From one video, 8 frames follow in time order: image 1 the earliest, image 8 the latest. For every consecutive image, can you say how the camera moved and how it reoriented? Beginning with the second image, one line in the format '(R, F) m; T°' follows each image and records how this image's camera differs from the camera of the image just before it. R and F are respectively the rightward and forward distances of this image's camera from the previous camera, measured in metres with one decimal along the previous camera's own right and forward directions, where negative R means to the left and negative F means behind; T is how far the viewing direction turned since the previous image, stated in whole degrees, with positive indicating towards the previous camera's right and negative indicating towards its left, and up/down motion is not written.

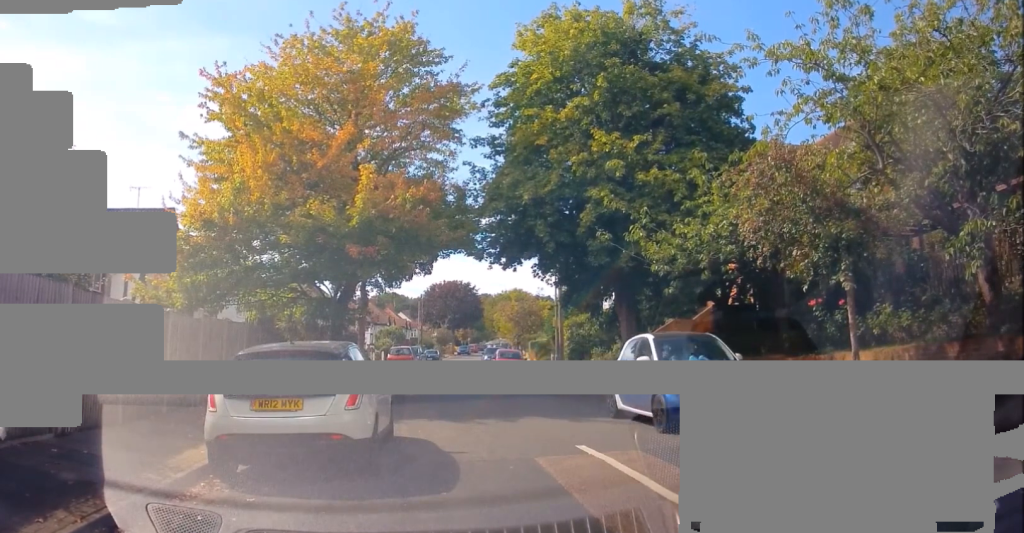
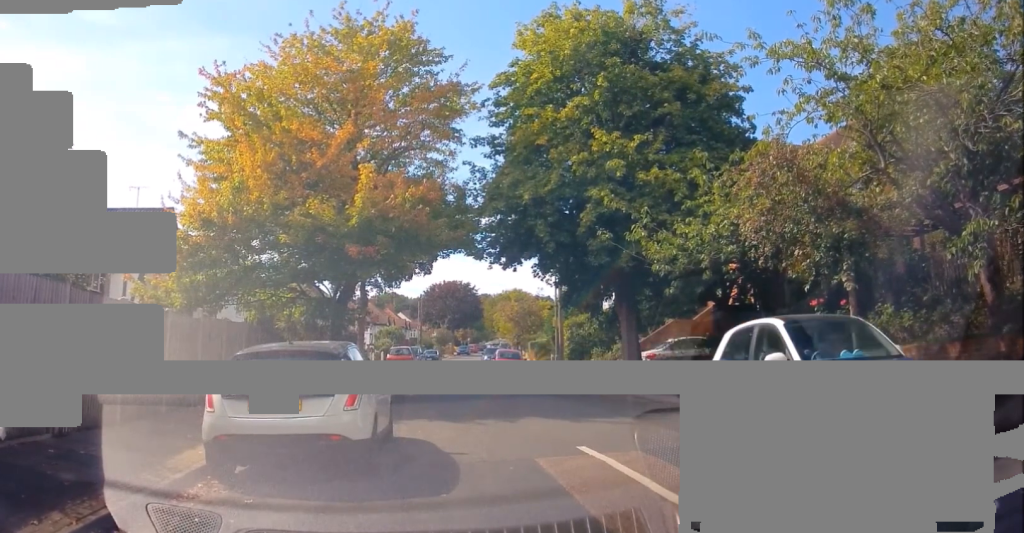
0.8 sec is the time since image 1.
(0.0, 0.0) m; 0°
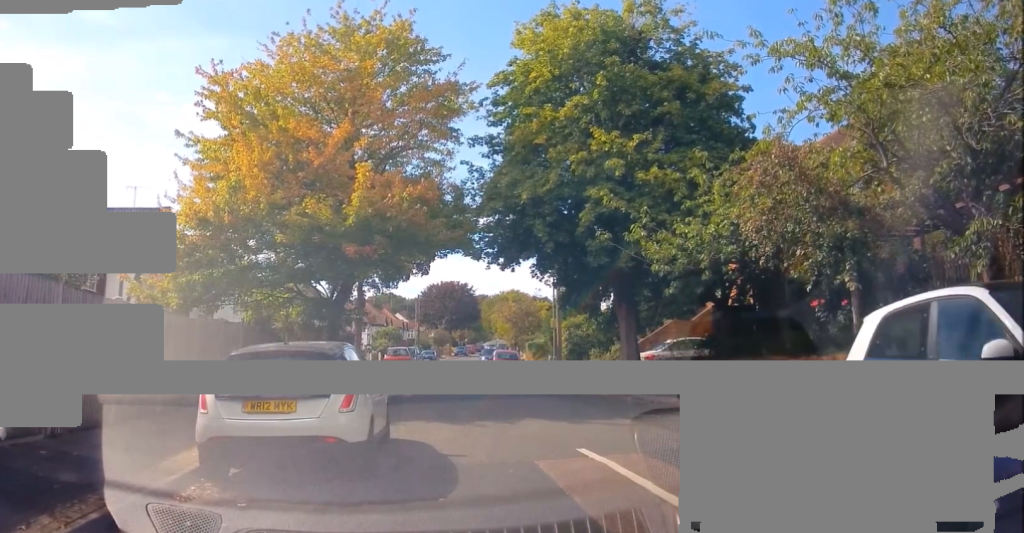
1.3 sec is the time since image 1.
(0.0, 0.0) m; 0°
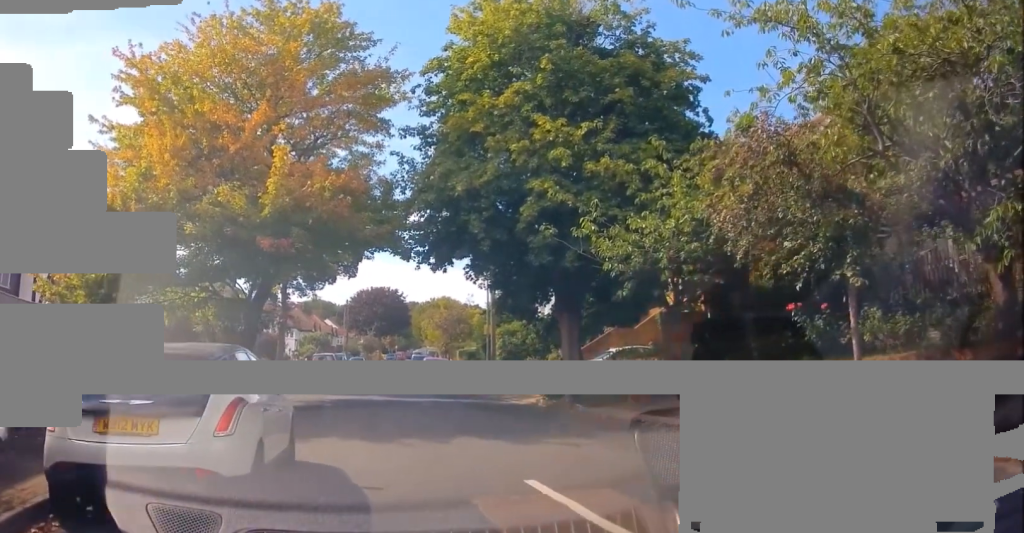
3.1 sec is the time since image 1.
(0.0, +0.7) m; 0°
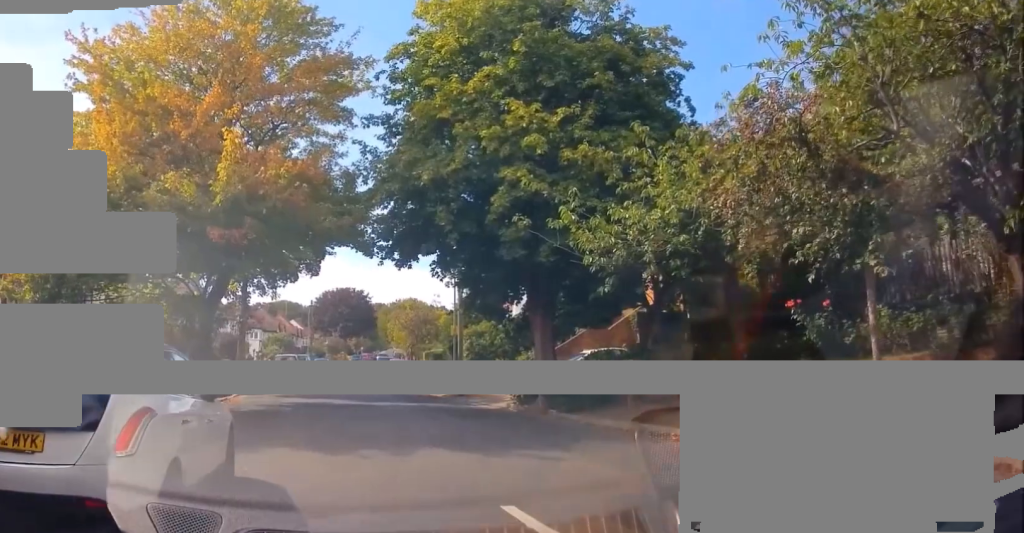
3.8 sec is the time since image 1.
(+0.3, +0.8) m; +4°
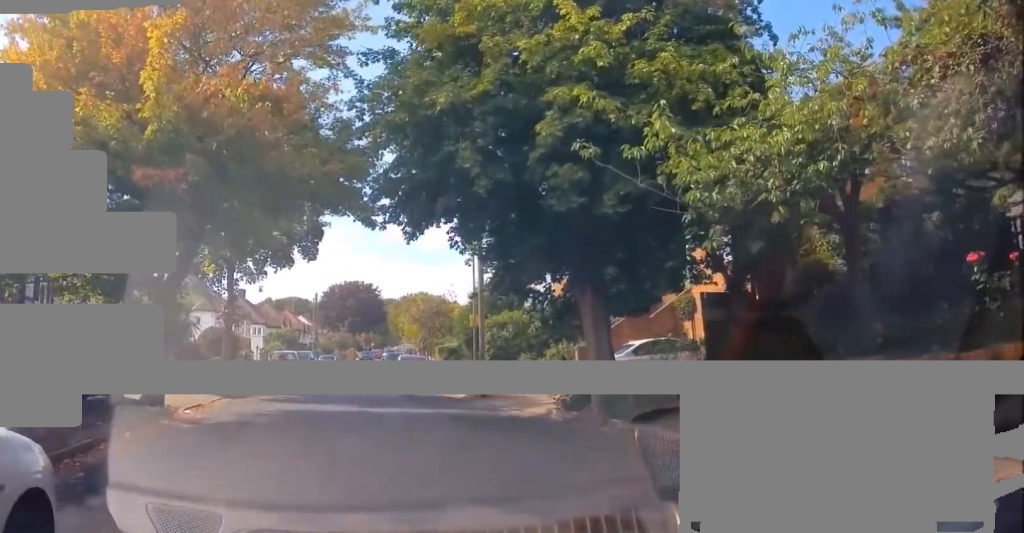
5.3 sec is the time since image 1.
(+0.4, +3.6) m; -1°
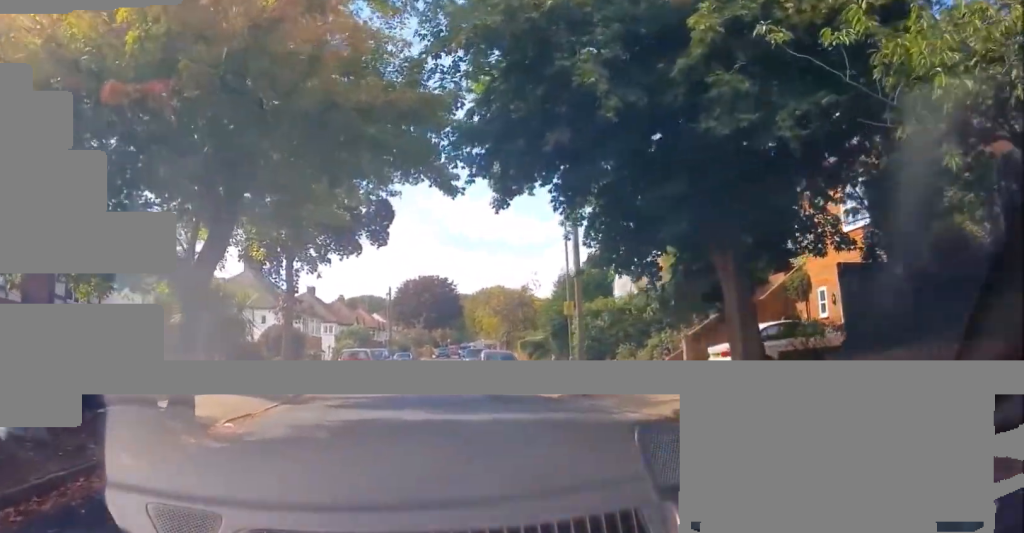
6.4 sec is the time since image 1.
(-0.1, +3.0) m; -8°
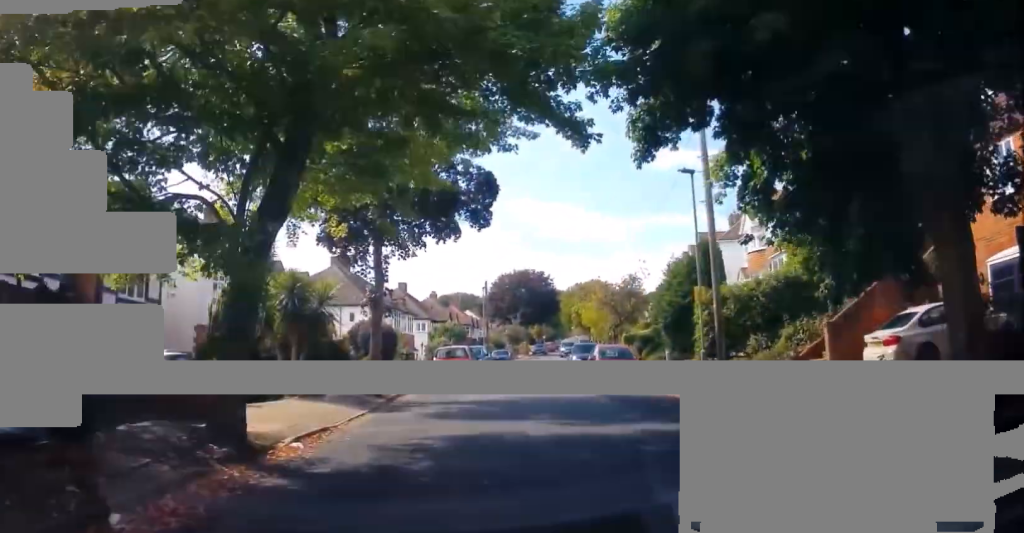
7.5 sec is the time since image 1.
(-0.3, +3.3) m; +2°
